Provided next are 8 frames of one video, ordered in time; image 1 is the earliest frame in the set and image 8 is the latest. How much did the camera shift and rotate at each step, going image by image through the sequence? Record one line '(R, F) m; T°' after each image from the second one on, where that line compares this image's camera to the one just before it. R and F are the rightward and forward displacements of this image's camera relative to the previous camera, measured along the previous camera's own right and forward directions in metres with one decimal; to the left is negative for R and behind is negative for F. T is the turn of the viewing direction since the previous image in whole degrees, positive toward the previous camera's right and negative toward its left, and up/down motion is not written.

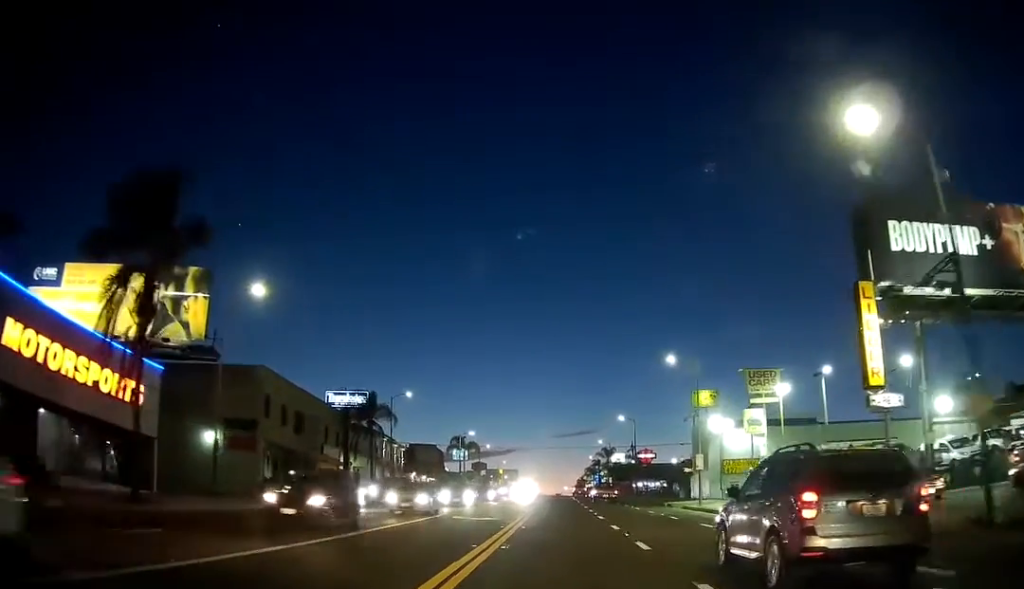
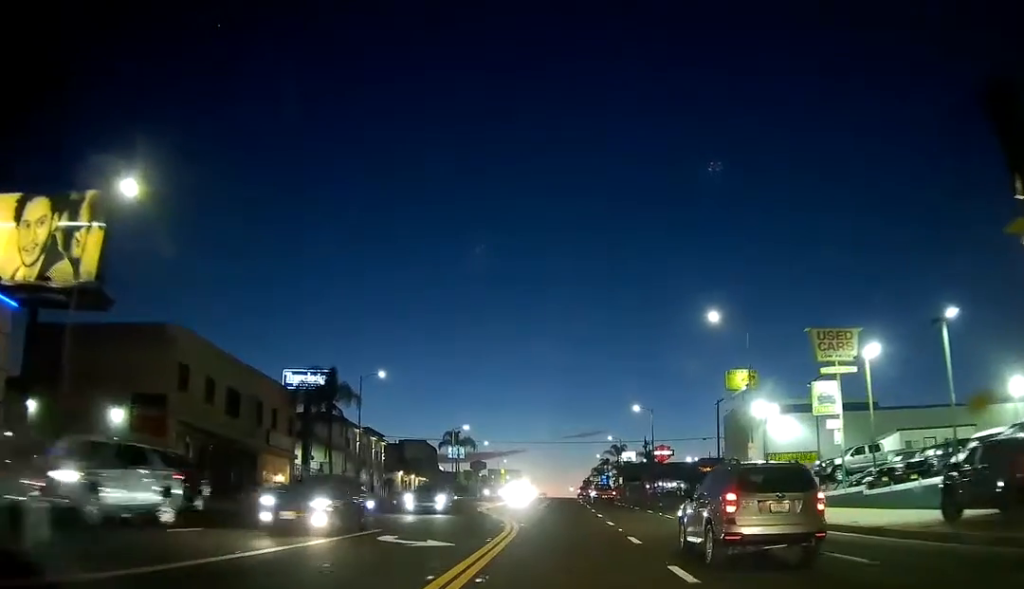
(+0.2, +12.4) m; 0°
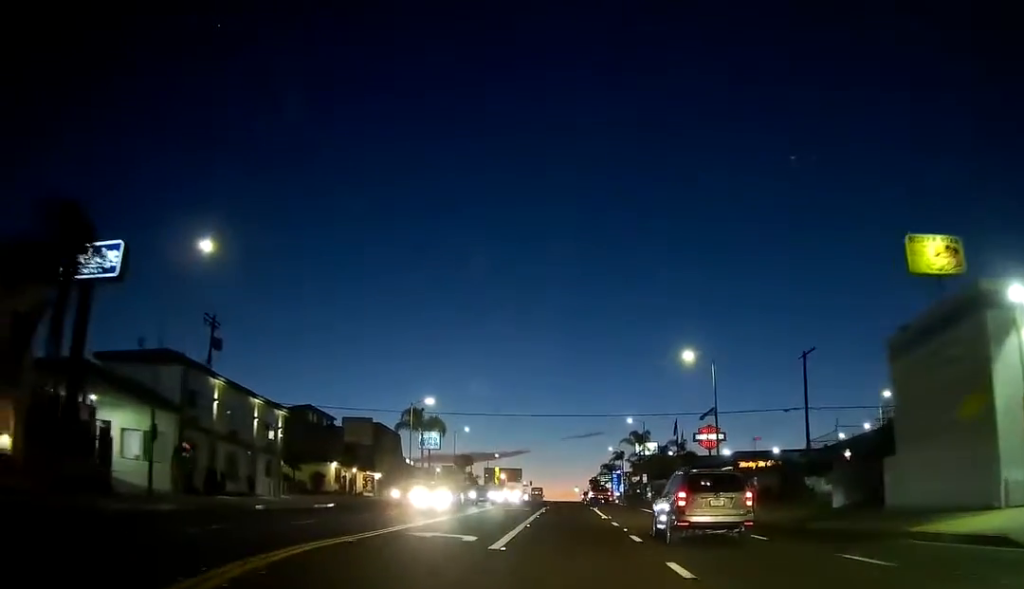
(+0.2, +29.6) m; 0°
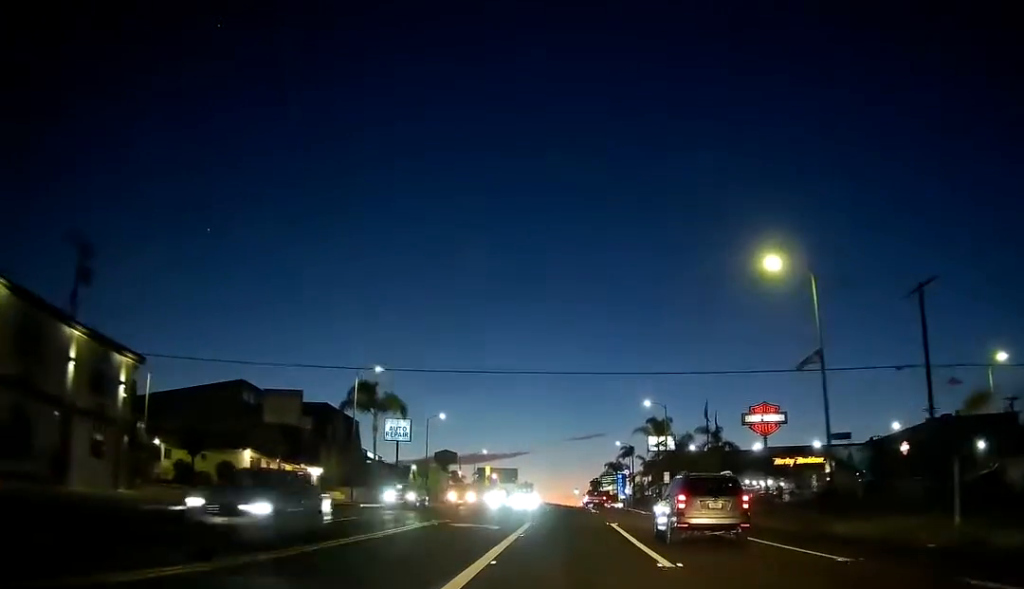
(-0.3, +19.0) m; -1°
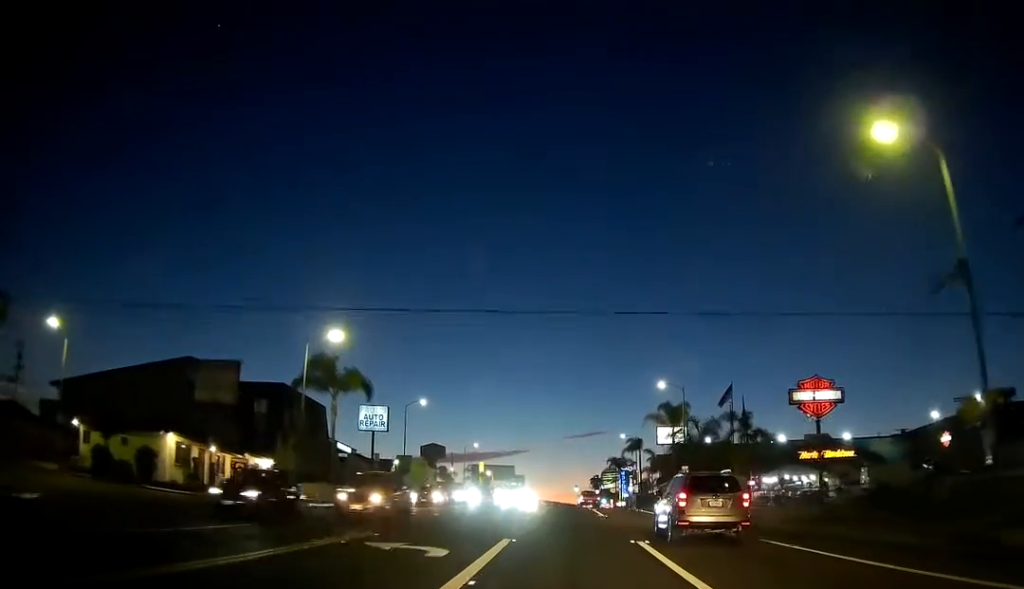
(0.0, +10.8) m; +1°
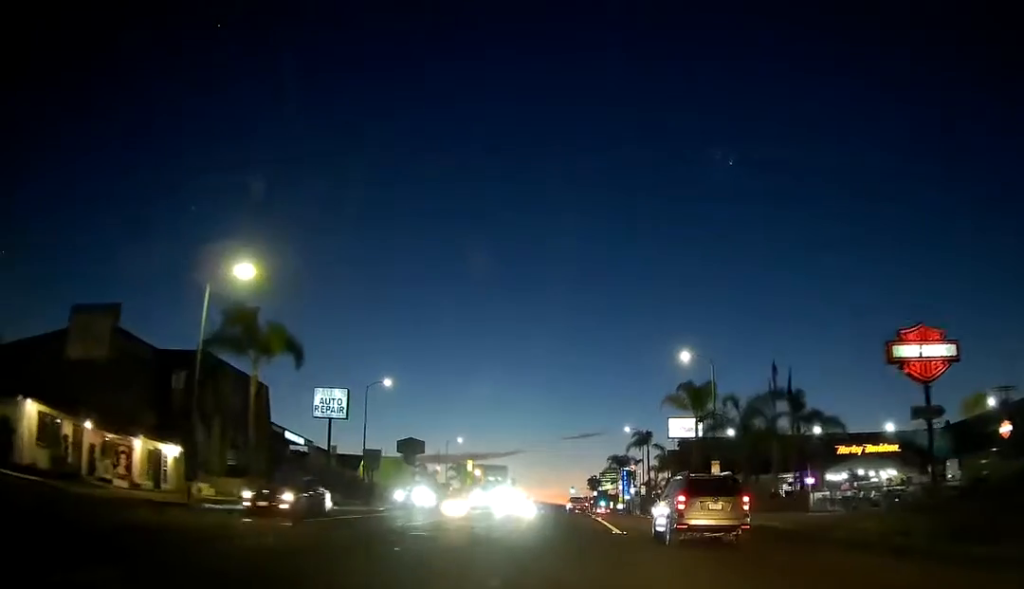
(+0.1, +12.4) m; +1°
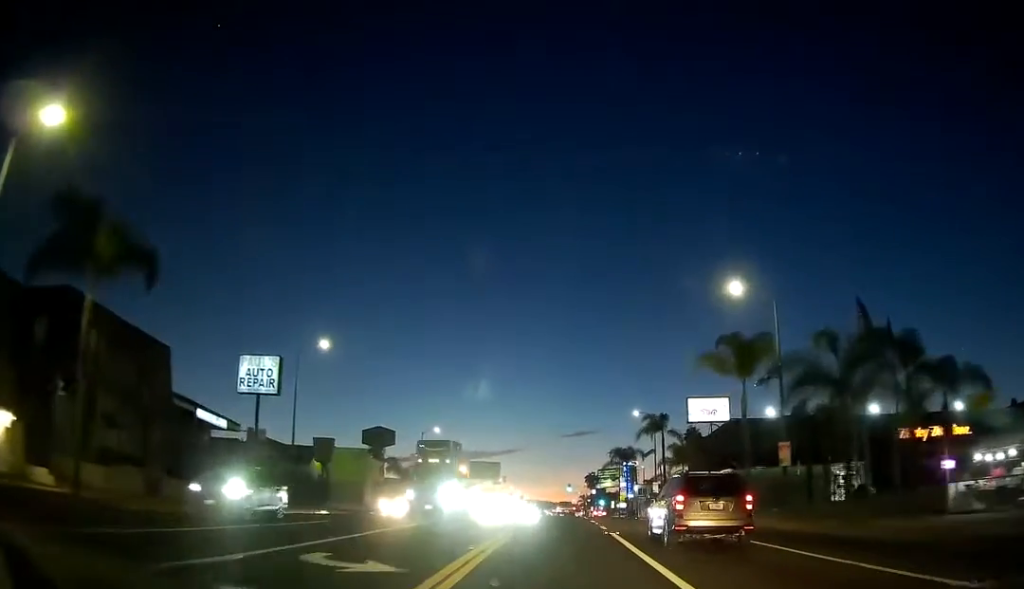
(+0.3, +14.7) m; -1°
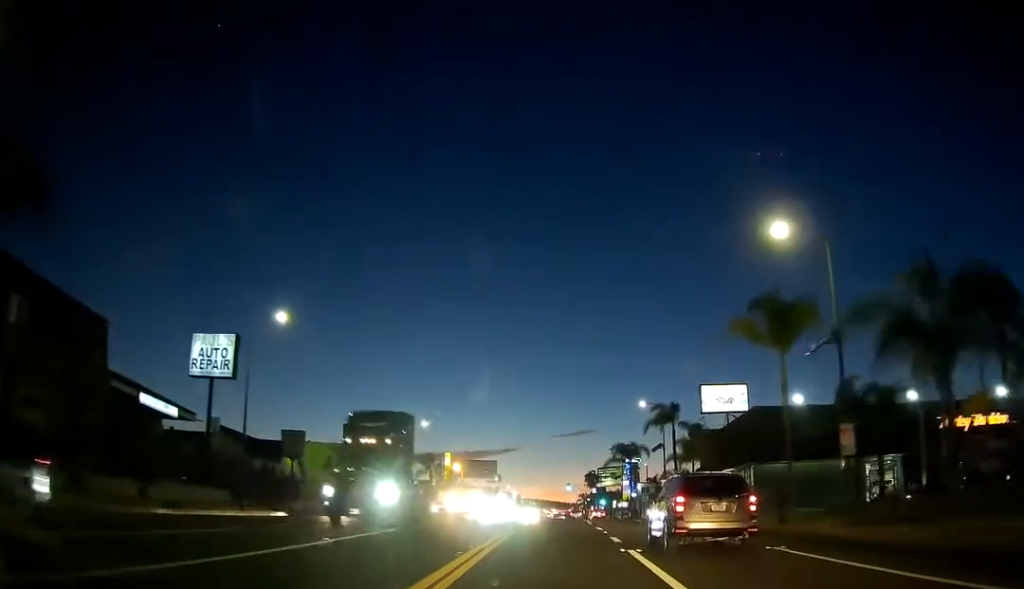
(-0.2, +7.2) m; 0°
